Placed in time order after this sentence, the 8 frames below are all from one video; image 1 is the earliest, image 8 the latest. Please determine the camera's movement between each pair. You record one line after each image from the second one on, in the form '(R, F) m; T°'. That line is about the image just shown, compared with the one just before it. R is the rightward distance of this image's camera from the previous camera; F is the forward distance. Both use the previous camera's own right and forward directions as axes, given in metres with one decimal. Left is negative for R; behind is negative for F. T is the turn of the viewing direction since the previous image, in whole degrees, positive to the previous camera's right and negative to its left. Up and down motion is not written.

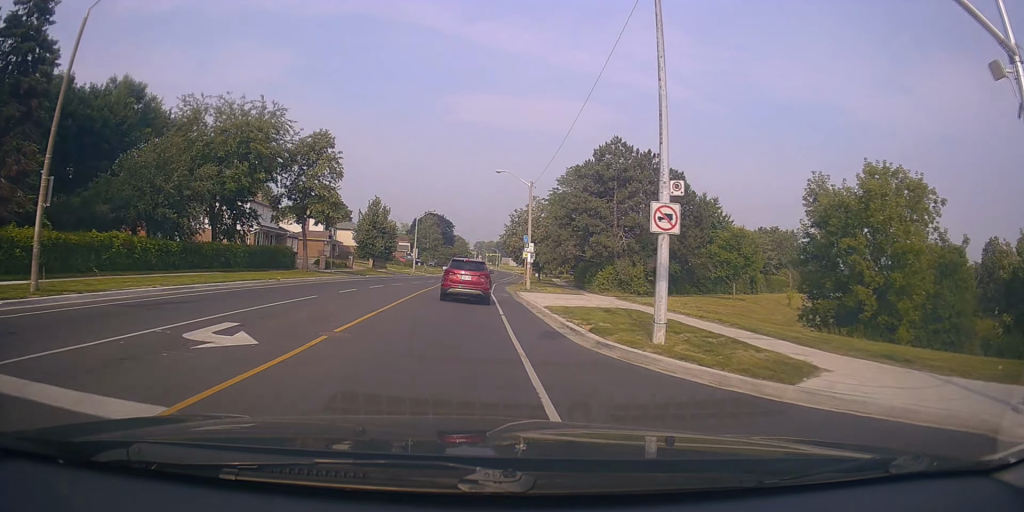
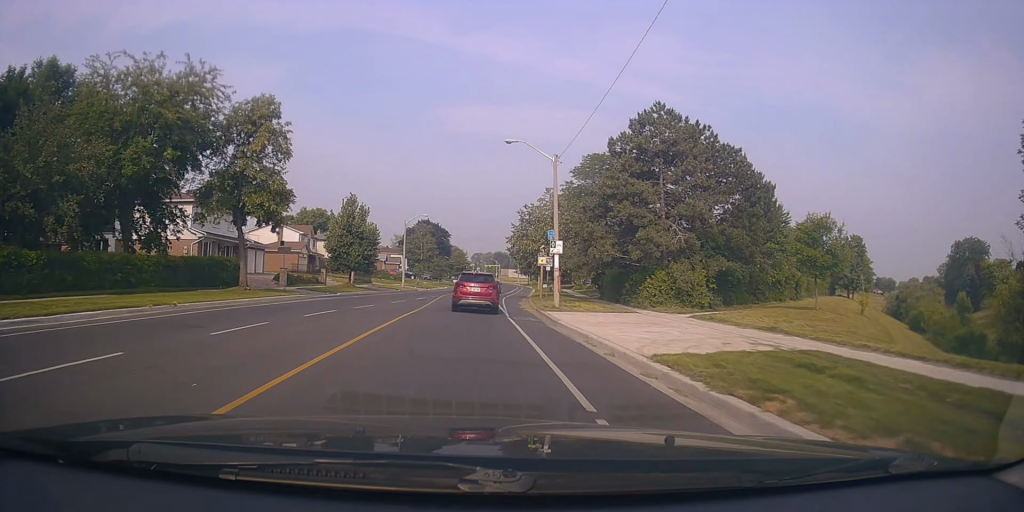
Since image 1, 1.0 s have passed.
(+0.2, +11.5) m; +1°
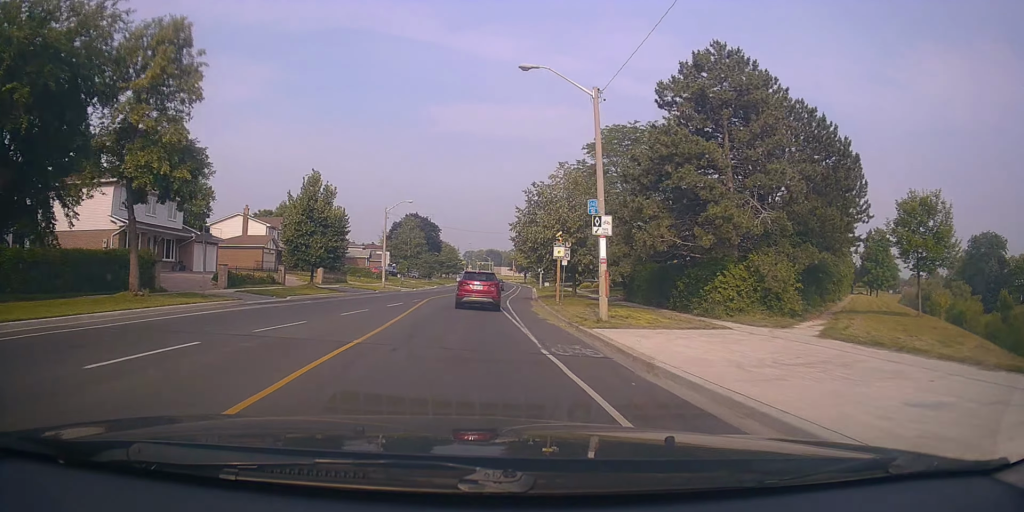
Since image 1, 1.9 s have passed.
(+0.1, +10.0) m; 0°
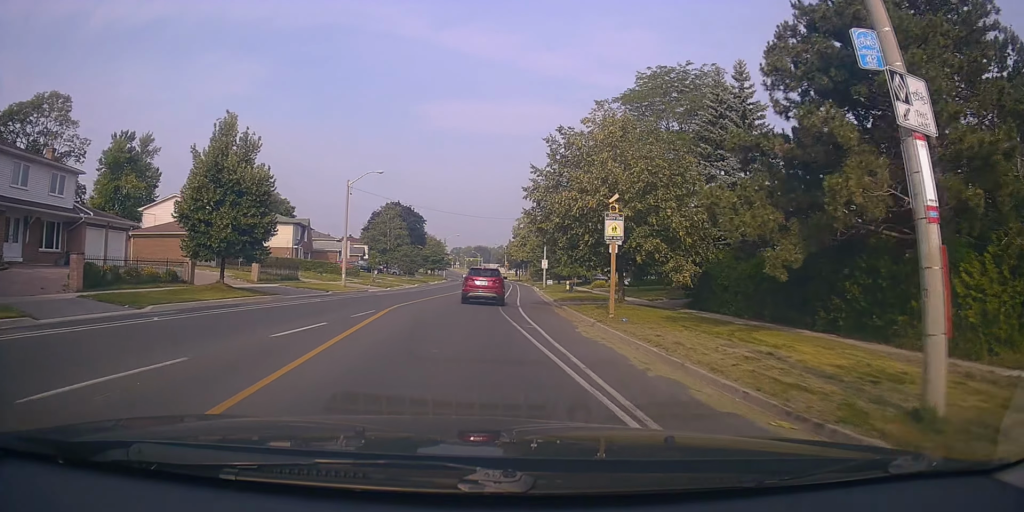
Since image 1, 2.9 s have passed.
(-0.2, +13.3) m; +1°
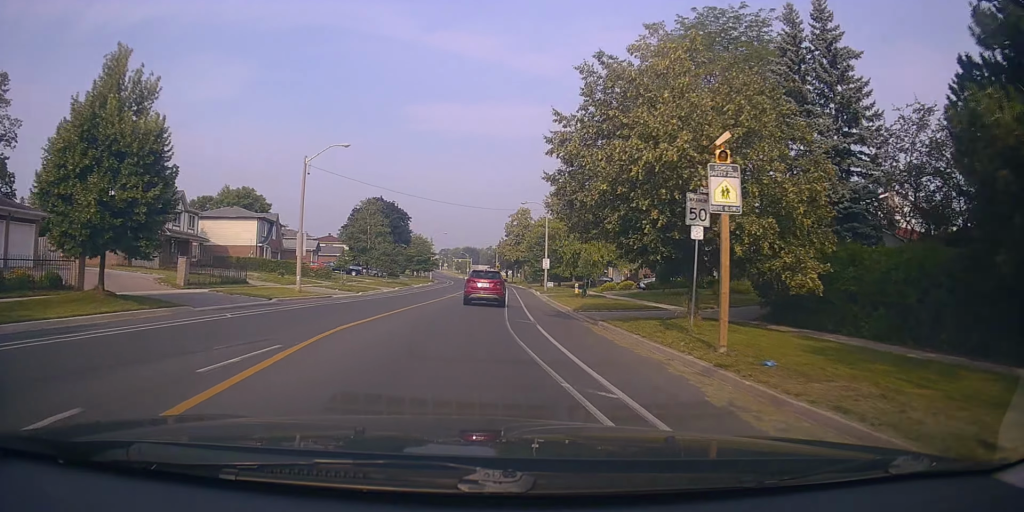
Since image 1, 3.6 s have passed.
(+0.1, +8.8) m; +2°
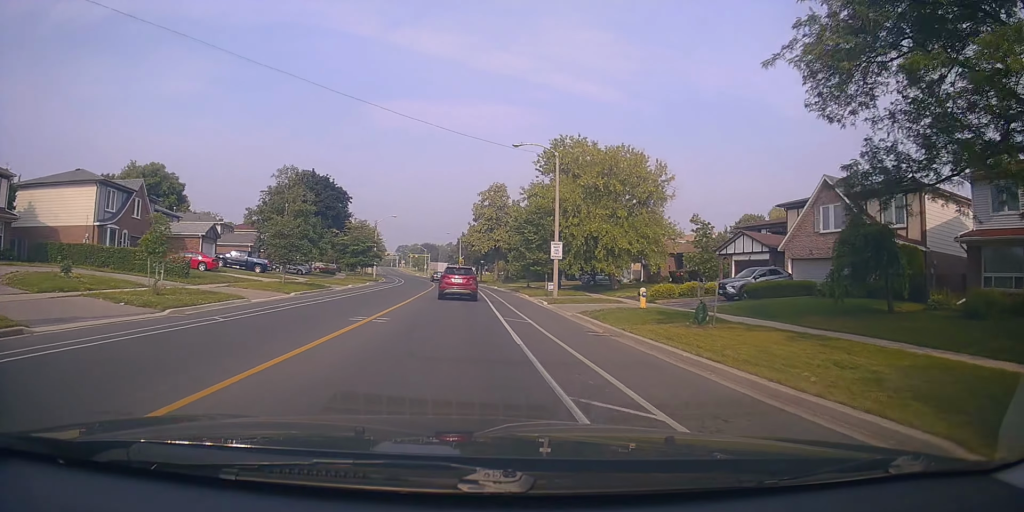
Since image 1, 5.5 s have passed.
(+0.6, +23.4) m; +4°
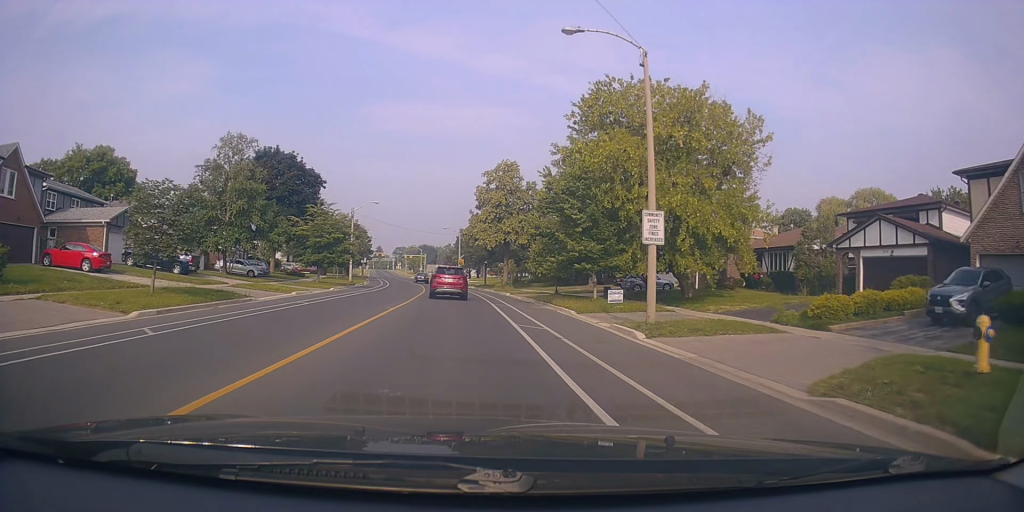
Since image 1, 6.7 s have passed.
(+0.5, +15.5) m; 0°
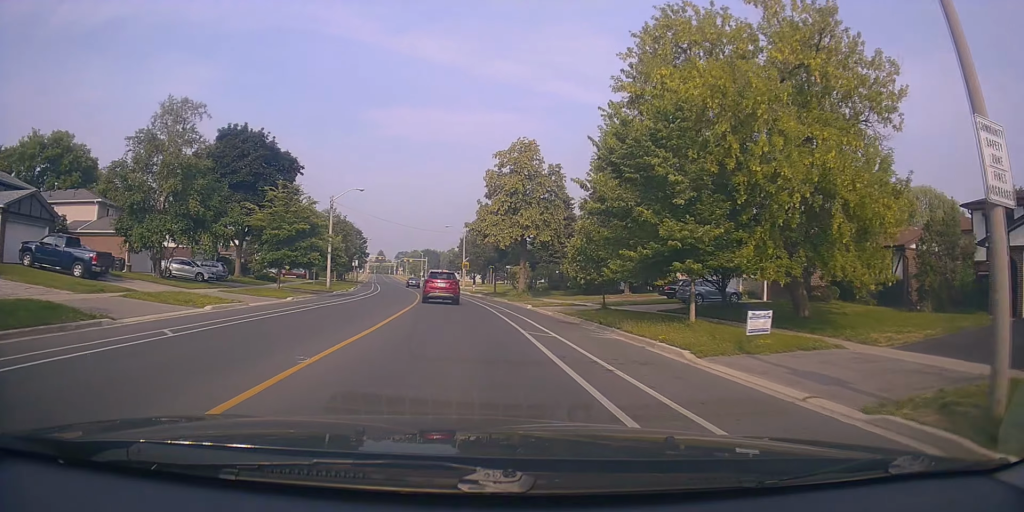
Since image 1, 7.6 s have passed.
(-0.4, +11.3) m; -1°
